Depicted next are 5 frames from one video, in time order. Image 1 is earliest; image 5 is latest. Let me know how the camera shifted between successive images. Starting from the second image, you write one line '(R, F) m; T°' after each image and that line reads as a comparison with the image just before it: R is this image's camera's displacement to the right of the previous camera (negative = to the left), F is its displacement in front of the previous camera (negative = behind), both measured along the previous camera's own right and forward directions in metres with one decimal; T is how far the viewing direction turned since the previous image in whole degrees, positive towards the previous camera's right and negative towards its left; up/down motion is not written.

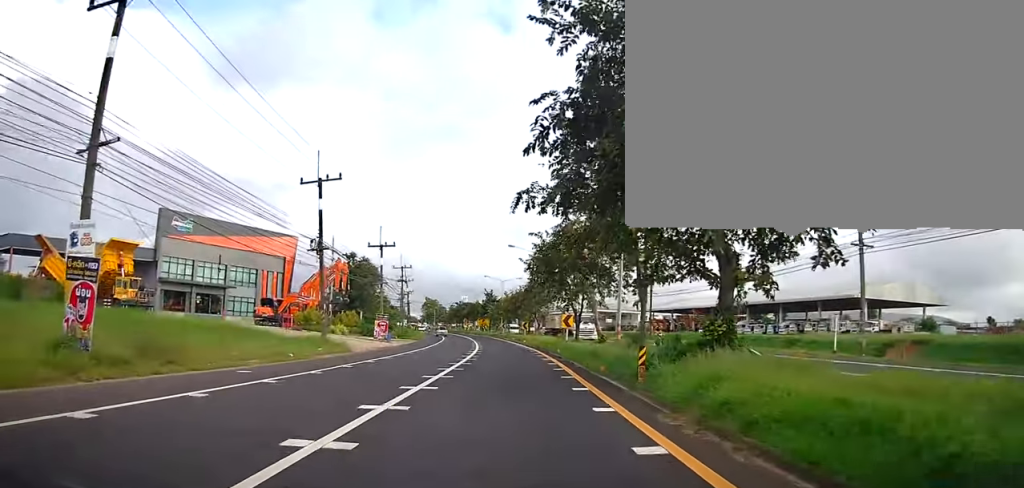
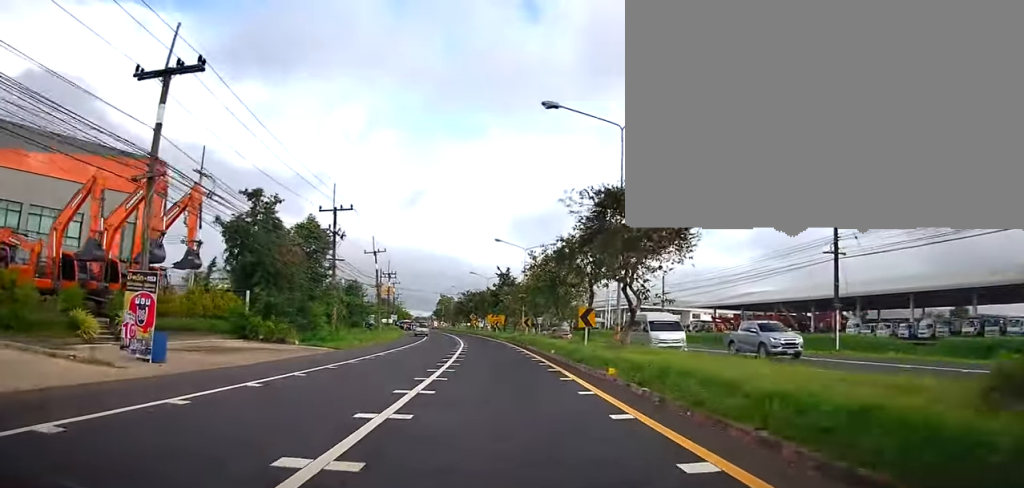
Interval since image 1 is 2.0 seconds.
(+1.5, +37.1) m; +1°
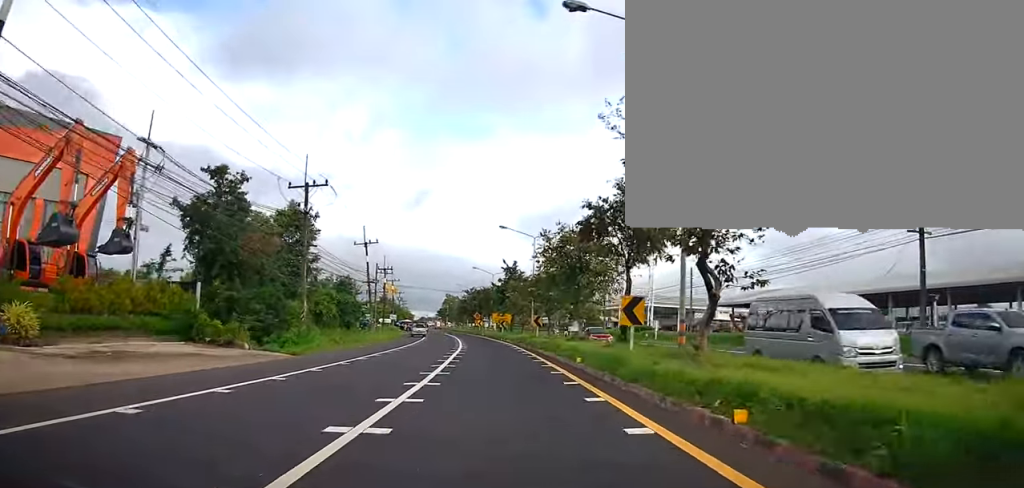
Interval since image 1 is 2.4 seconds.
(-0.1, +7.2) m; -1°
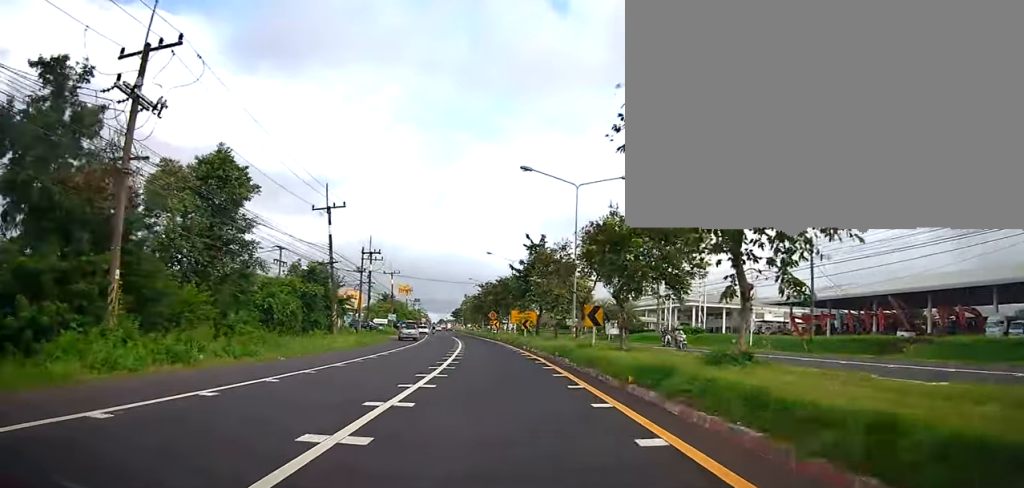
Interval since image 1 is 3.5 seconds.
(-0.6, +18.6) m; -2°
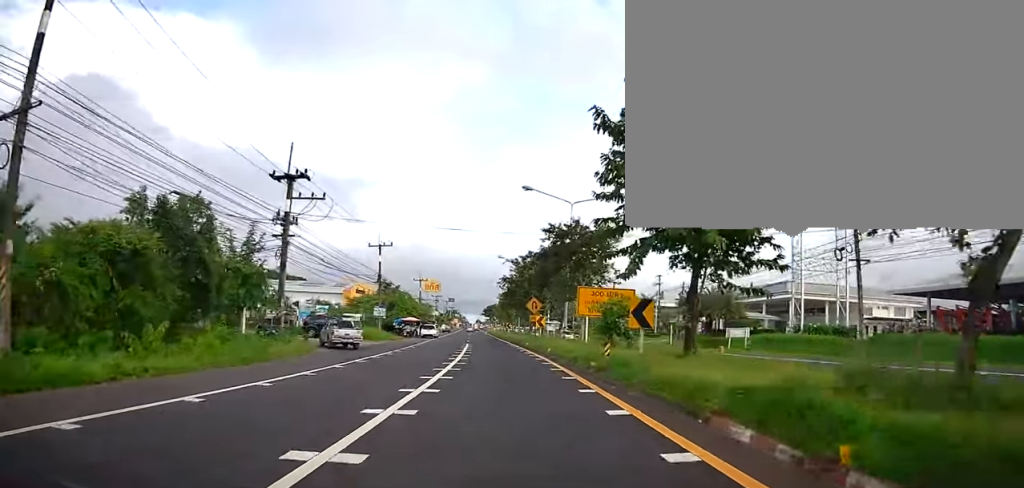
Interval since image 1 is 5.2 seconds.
(-0.1, +30.8) m; -3°
